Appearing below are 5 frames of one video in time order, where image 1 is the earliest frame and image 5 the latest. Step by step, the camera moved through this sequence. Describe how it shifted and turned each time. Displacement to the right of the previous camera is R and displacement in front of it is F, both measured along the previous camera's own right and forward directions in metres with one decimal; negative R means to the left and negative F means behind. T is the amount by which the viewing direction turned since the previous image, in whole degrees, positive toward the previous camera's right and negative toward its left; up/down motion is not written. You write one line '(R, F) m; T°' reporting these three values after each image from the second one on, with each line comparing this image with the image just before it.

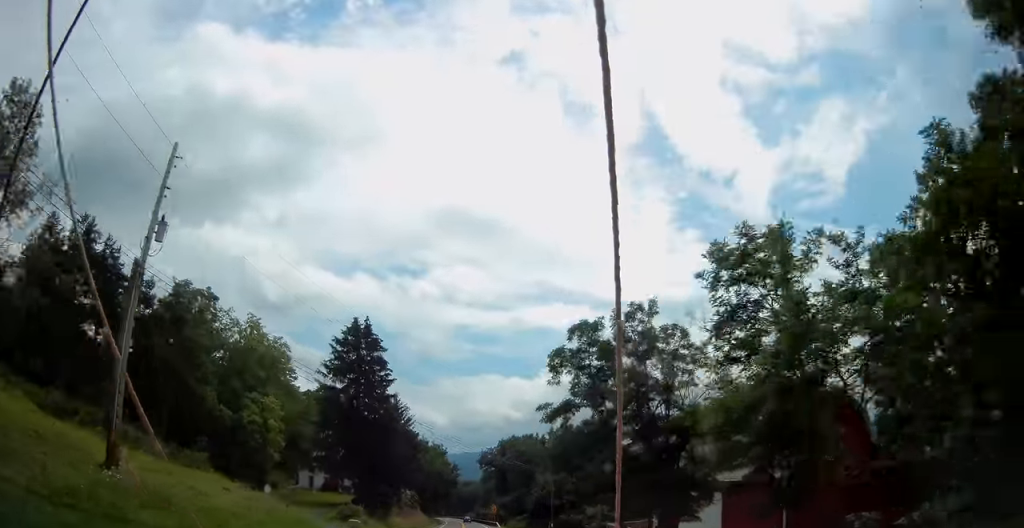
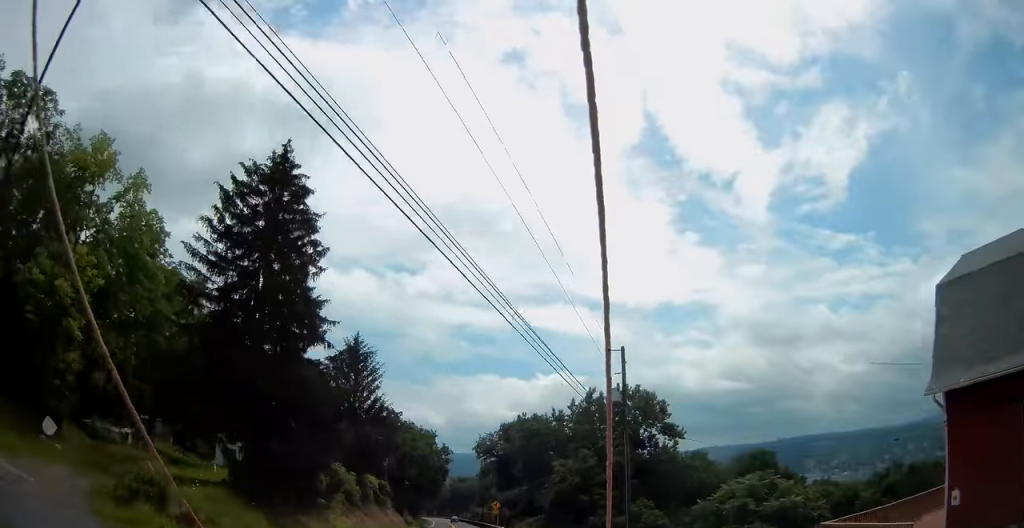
(+0.1, +29.2) m; 0°
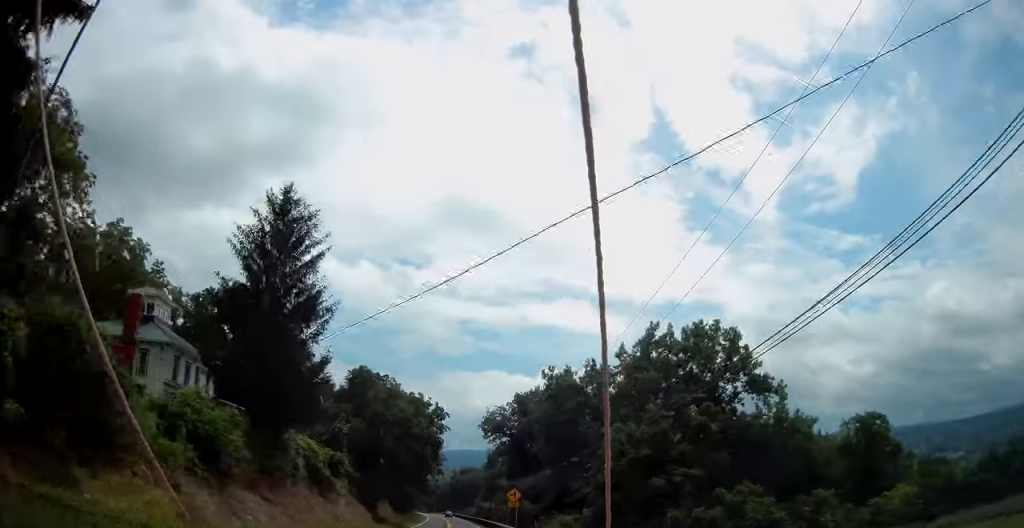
(+0.1, +27.2) m; 0°
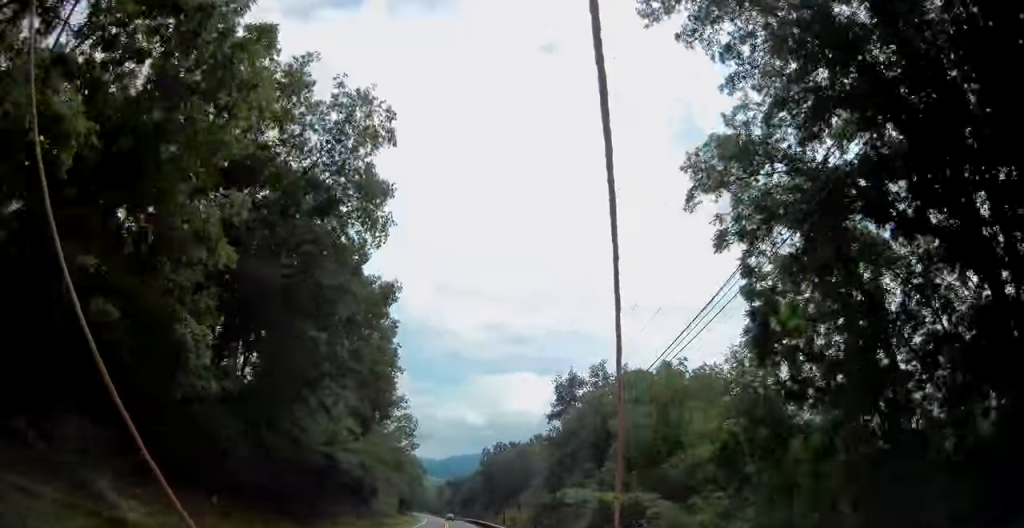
(-2.4, +89.0) m; -3°
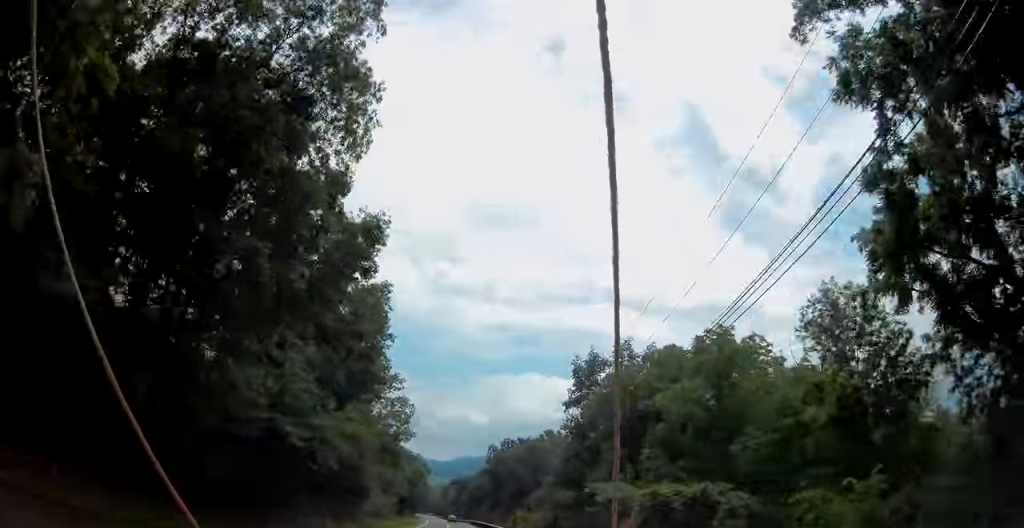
(0.0, +9.0) m; 0°
